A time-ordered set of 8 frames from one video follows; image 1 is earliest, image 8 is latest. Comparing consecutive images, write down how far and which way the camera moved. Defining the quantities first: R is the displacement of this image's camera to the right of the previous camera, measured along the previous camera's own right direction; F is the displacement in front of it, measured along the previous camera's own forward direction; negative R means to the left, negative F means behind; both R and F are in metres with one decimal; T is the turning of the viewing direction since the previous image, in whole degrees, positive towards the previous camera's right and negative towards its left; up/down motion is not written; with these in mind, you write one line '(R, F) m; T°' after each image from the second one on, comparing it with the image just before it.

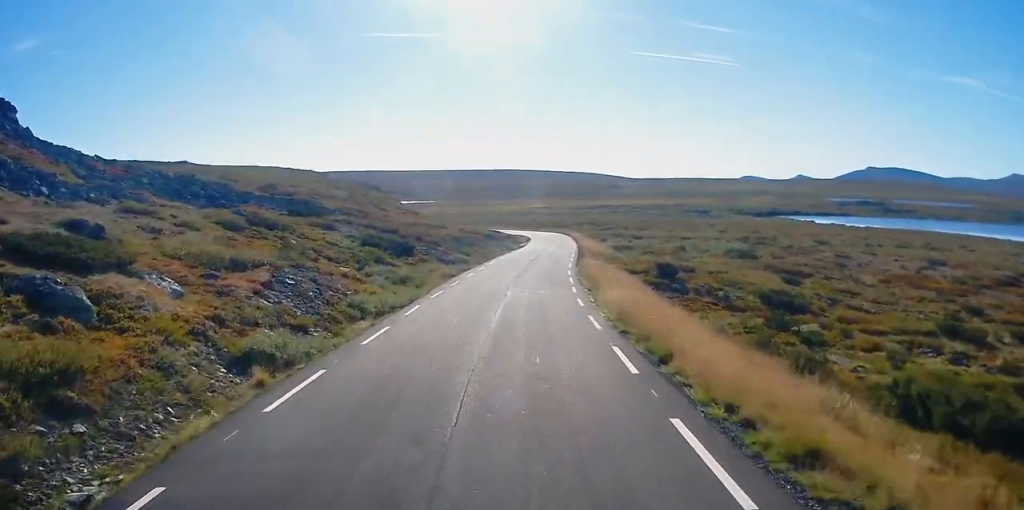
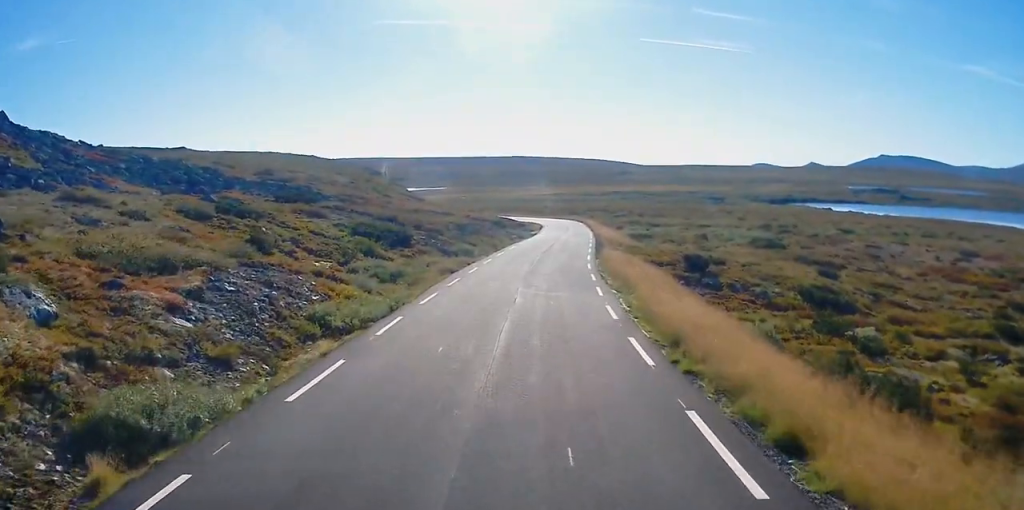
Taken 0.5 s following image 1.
(+0.2, +5.8) m; -2°
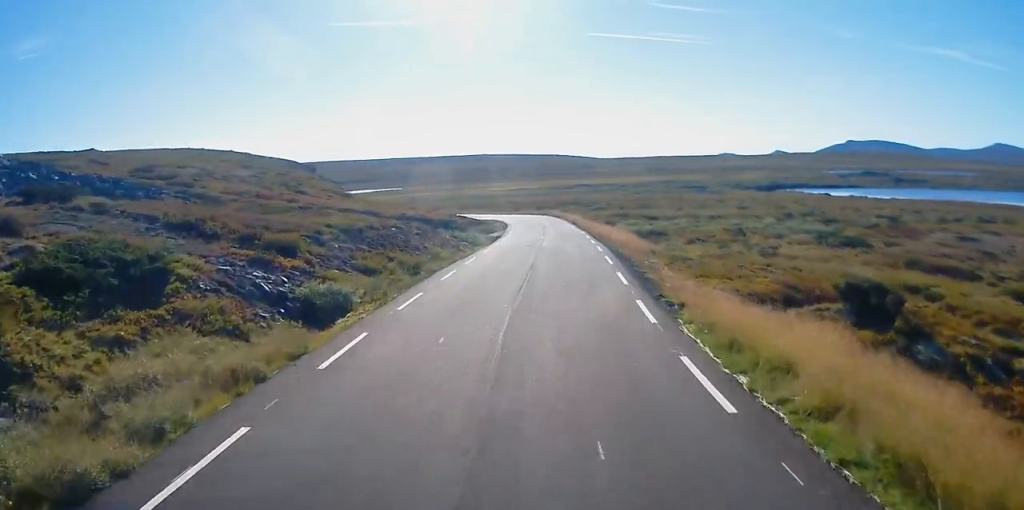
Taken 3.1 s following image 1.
(+0.2, +28.2) m; +4°
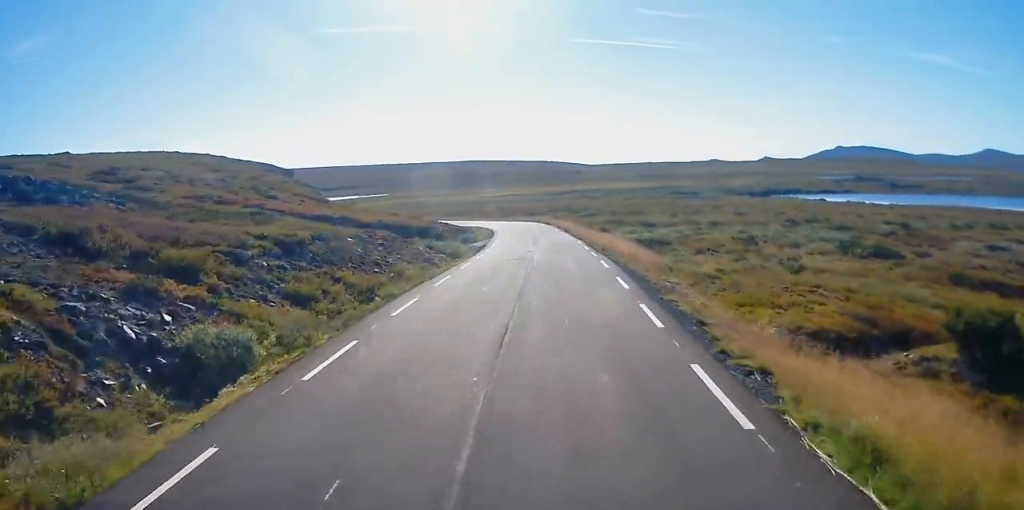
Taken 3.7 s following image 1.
(+0.3, +6.7) m; 0°
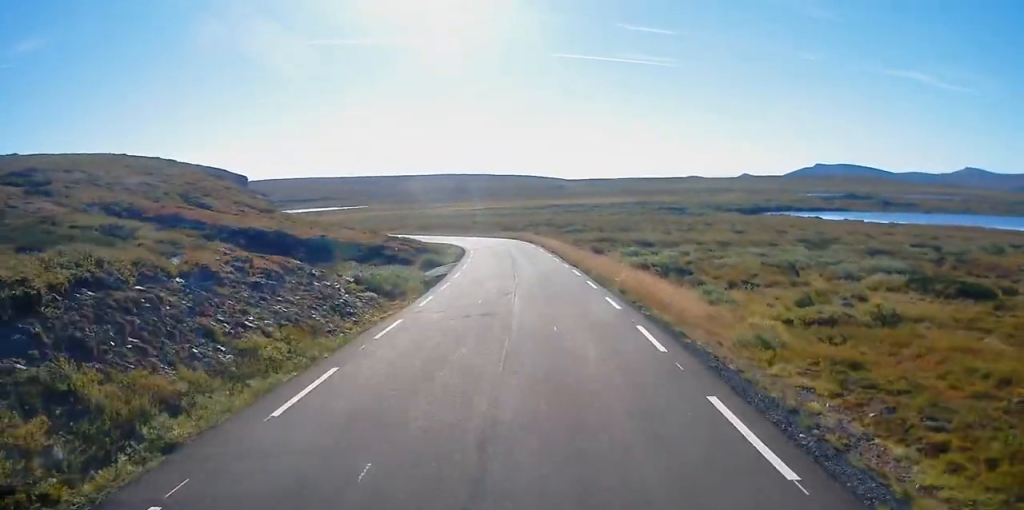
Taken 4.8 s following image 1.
(-0.5, +13.2) m; 0°
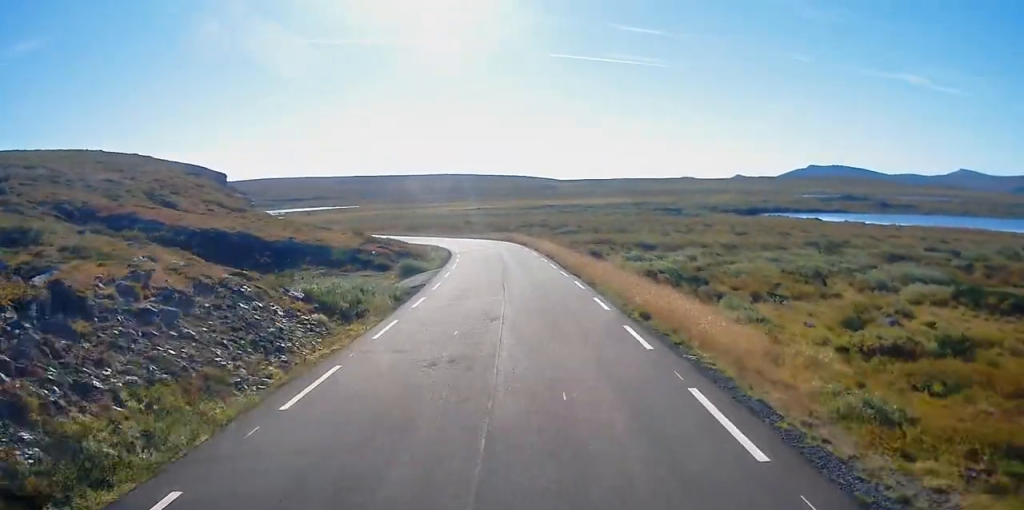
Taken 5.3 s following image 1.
(+0.2, +5.5) m; +1°
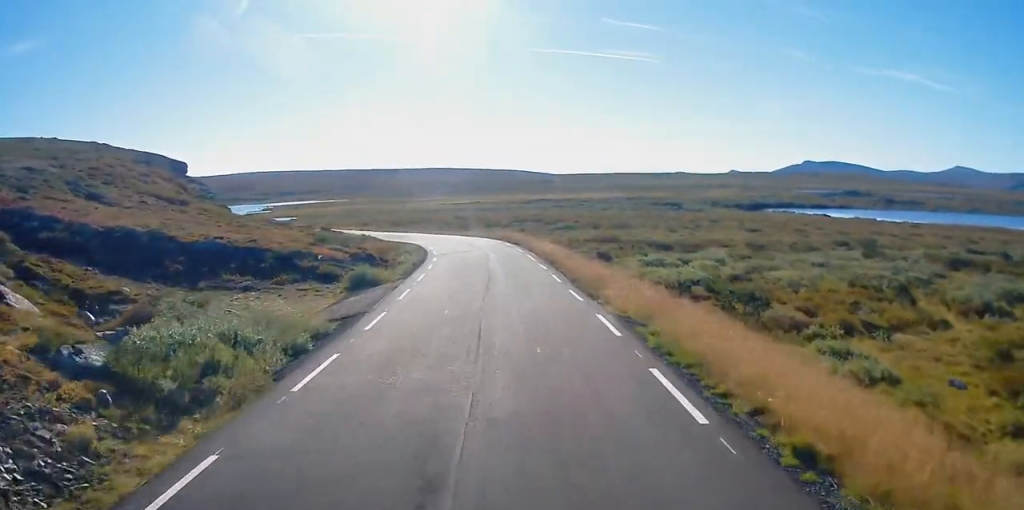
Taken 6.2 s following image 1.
(+0.2, +10.7) m; +1°
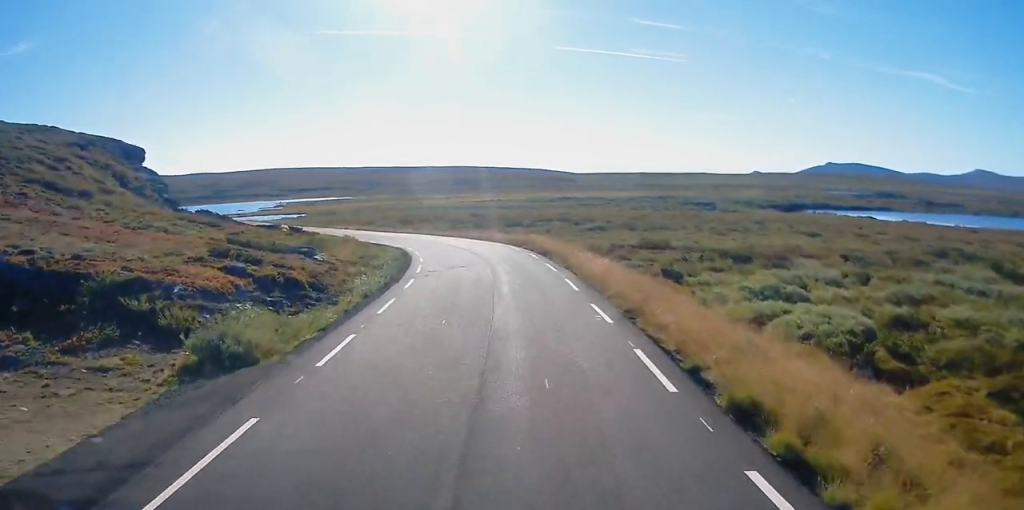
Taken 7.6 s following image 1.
(-0.1, +16.8) m; -1°
